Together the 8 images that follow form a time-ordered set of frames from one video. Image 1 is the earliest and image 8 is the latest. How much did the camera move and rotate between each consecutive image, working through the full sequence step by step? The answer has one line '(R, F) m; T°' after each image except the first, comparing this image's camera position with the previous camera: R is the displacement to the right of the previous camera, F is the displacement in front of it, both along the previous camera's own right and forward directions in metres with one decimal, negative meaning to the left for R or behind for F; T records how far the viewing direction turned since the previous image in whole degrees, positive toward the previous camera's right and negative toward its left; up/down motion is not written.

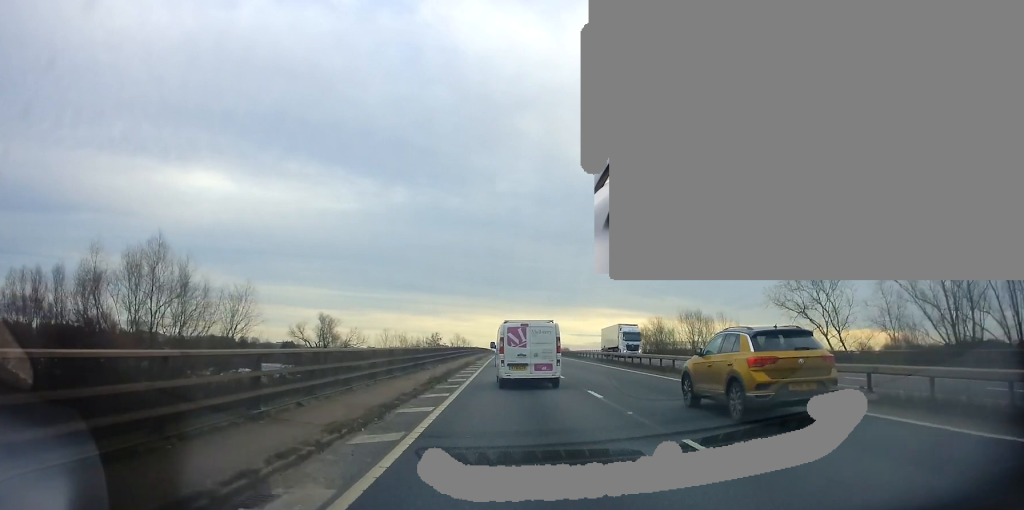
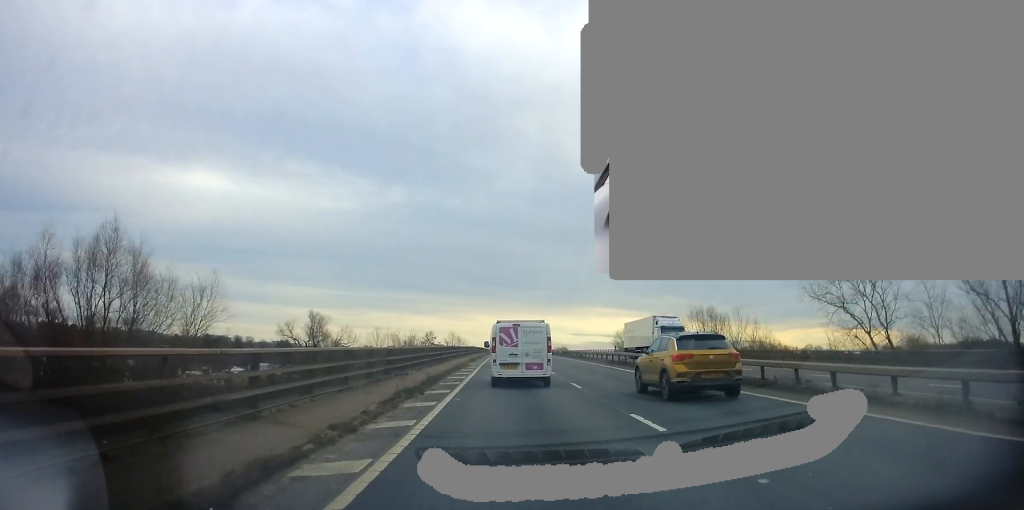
(0.0, +6.1) m; 0°
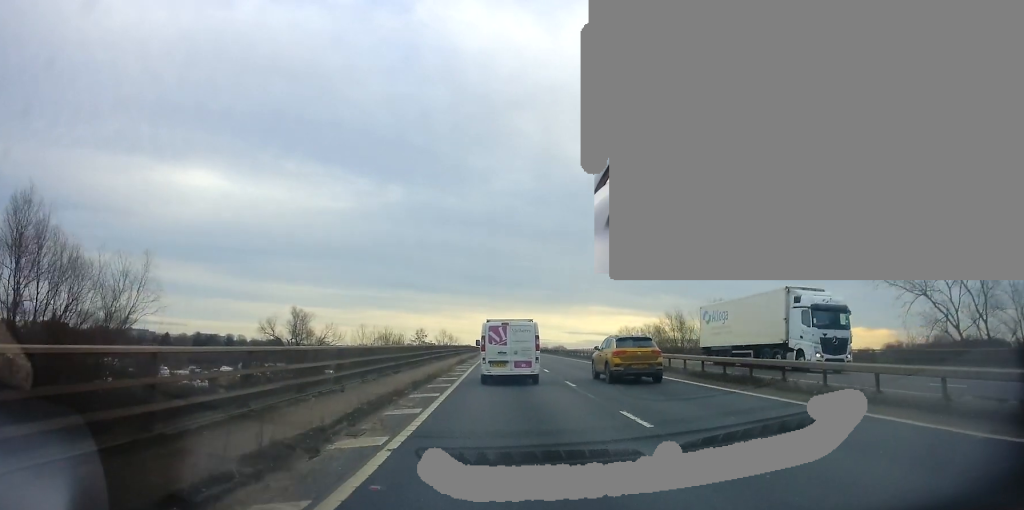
(0.0, +9.1) m; -1°
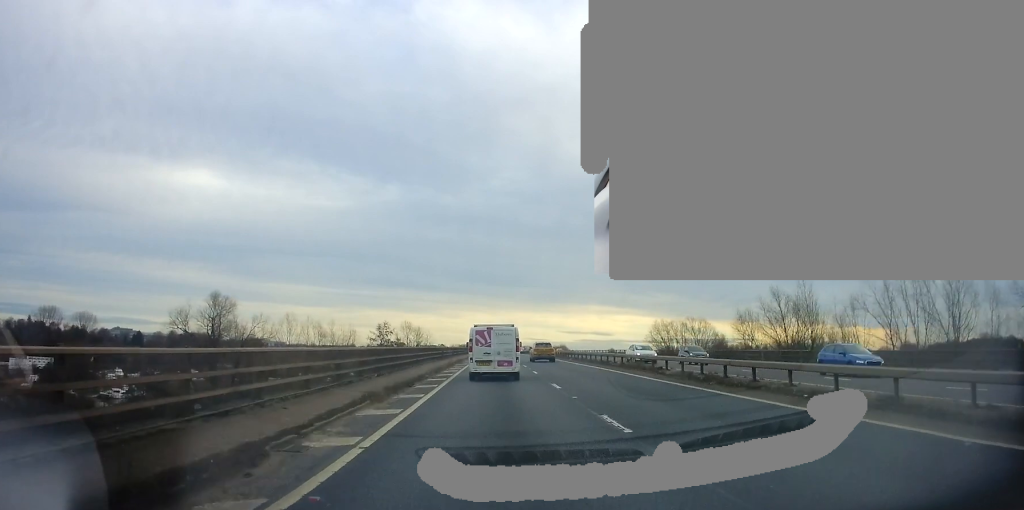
(0.0, +37.7) m; 0°
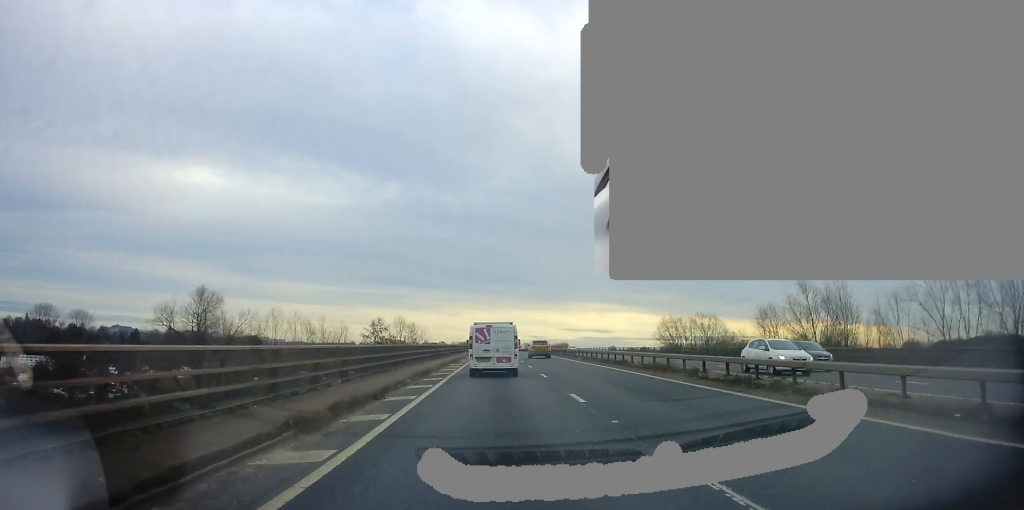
(0.0, +5.0) m; -1°
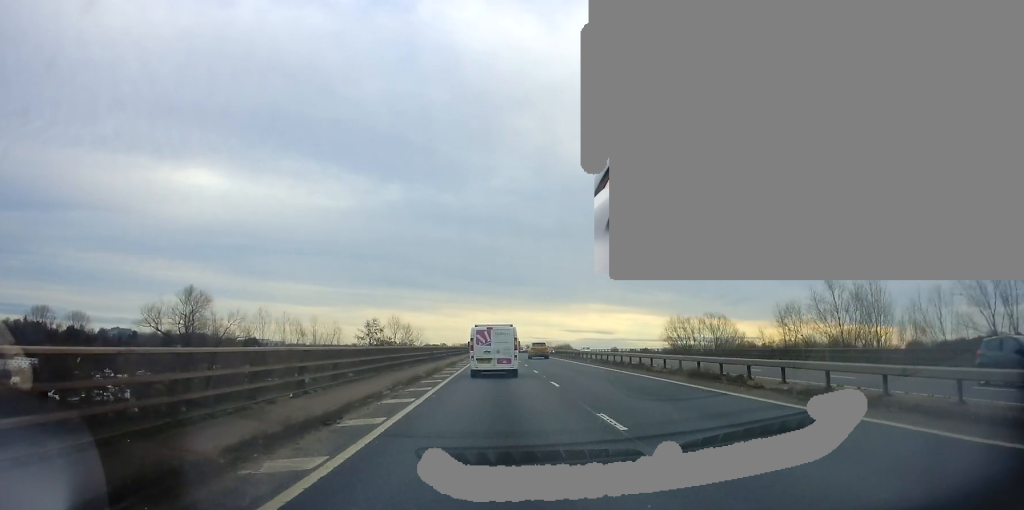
(-0.3, +4.0) m; 0°
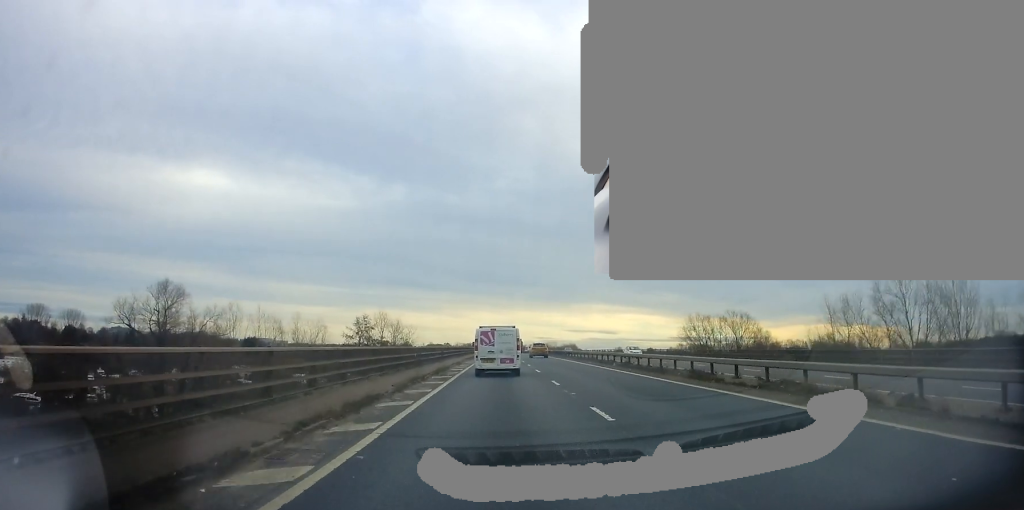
(+0.1, +8.2) m; 0°
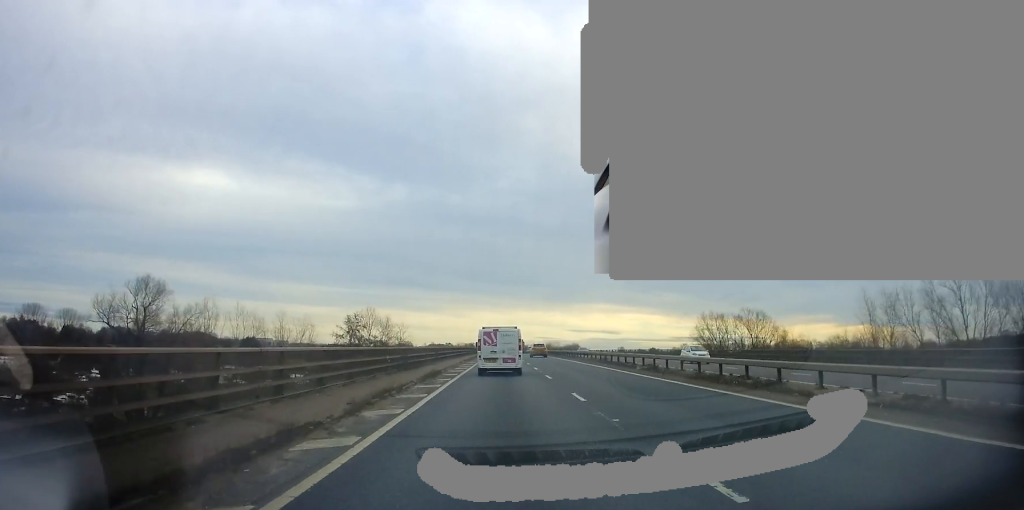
(+0.2, +5.4) m; 0°
